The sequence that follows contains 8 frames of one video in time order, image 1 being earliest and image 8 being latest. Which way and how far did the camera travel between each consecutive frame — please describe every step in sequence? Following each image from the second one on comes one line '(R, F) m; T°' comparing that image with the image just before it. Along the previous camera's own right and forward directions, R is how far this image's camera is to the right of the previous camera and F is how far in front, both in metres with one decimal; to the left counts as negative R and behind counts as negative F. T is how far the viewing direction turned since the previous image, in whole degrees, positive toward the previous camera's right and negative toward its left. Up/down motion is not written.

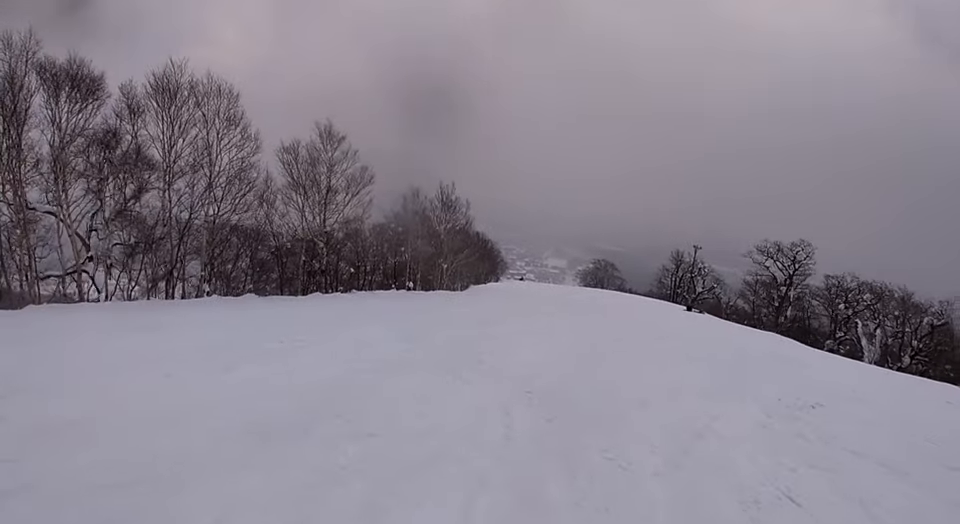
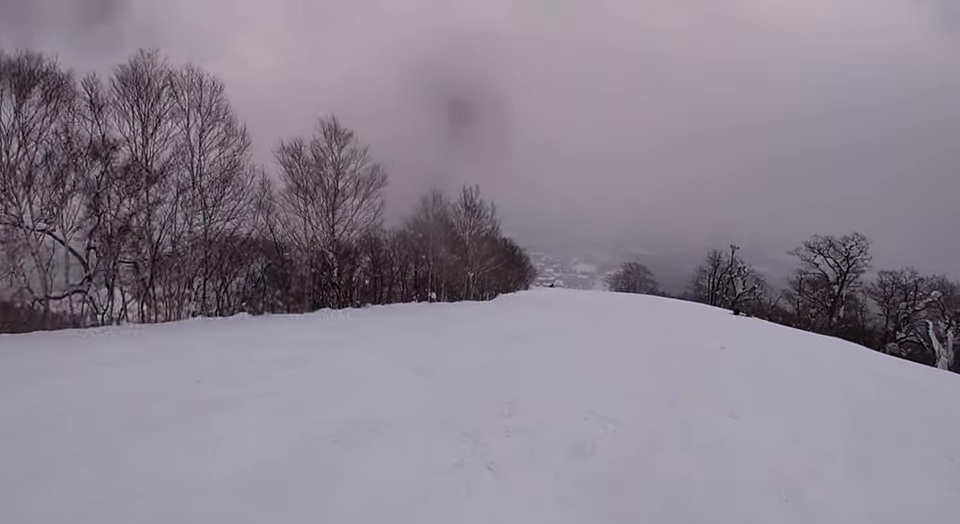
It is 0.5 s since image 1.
(-0.3, +3.1) m; -2°
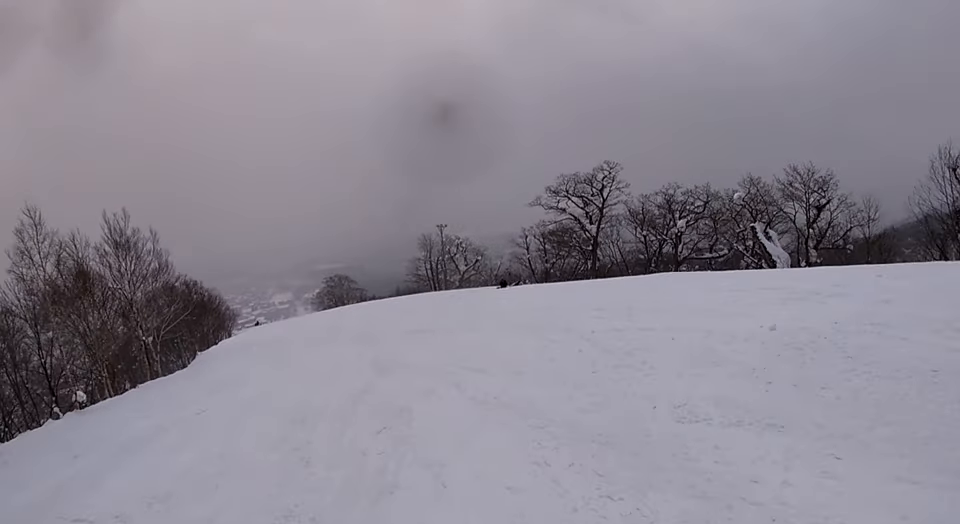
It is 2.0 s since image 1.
(+2.1, +10.3) m; +14°
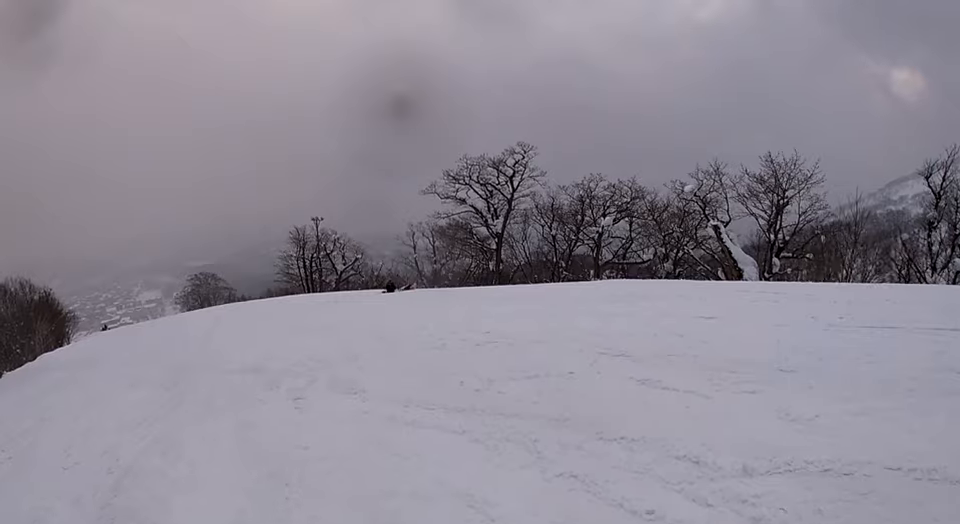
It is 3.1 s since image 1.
(-0.2, +6.8) m; +5°
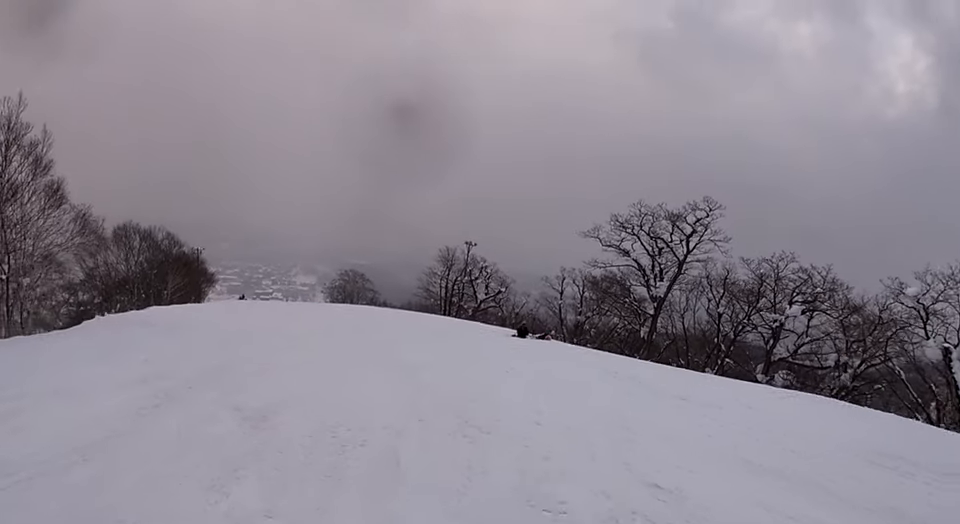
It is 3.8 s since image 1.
(+0.3, +4.3) m; -2°
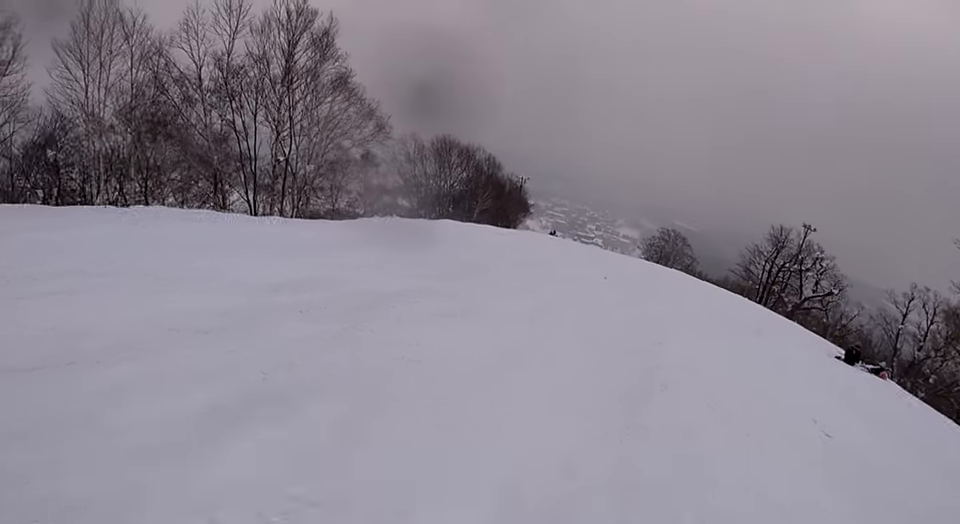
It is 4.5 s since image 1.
(+0.7, +4.3) m; -7°
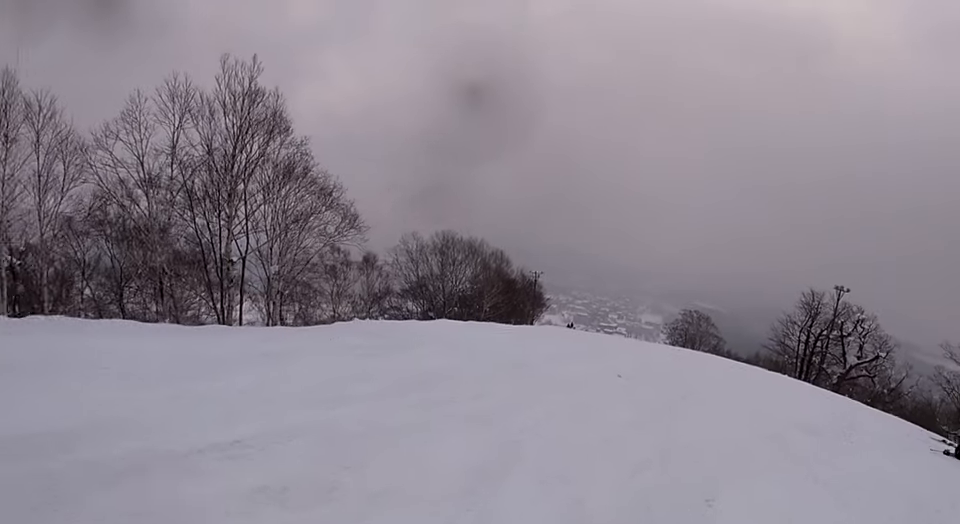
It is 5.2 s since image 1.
(-1.5, +4.8) m; -15°
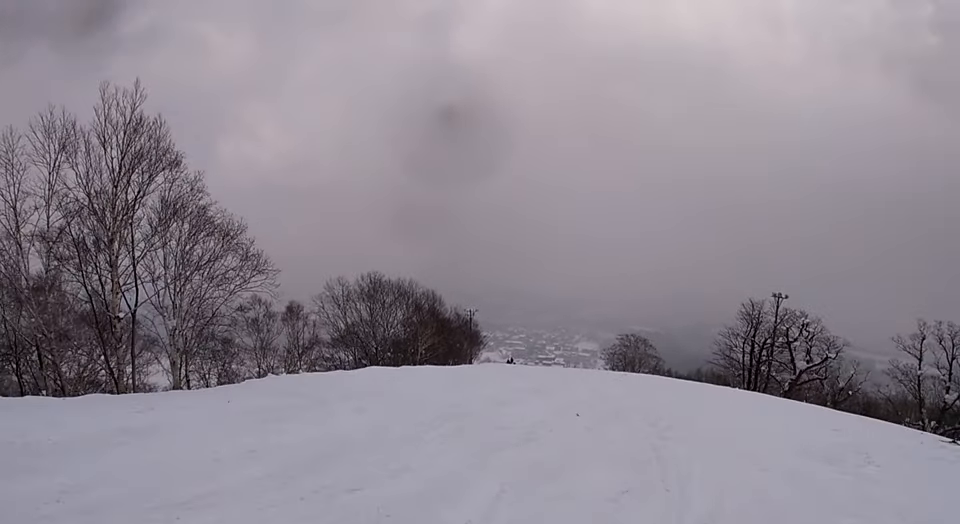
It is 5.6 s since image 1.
(-0.1, +2.8) m; -1°
